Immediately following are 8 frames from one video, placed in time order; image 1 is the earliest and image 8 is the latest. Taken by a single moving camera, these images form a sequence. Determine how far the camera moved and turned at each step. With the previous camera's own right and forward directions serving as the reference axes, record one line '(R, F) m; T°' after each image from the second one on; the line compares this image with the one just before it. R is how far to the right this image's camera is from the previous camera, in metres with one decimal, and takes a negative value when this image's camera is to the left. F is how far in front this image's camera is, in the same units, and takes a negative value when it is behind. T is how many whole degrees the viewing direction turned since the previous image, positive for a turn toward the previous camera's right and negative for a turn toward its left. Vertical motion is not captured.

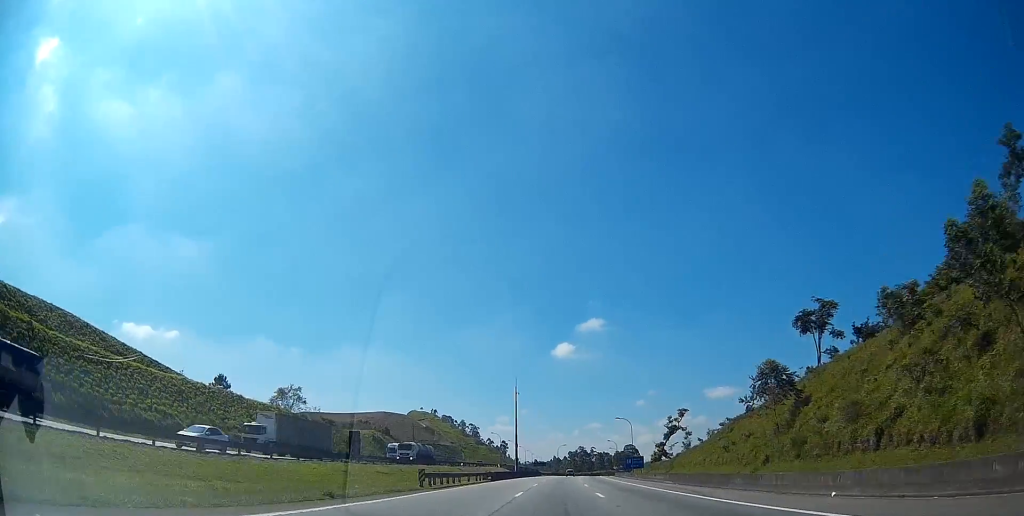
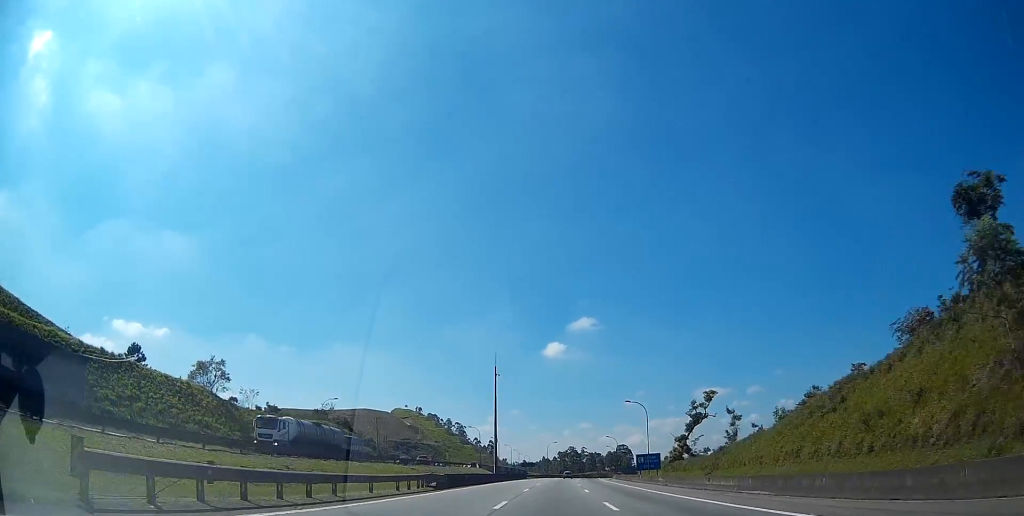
(+0.2, +22.8) m; 0°
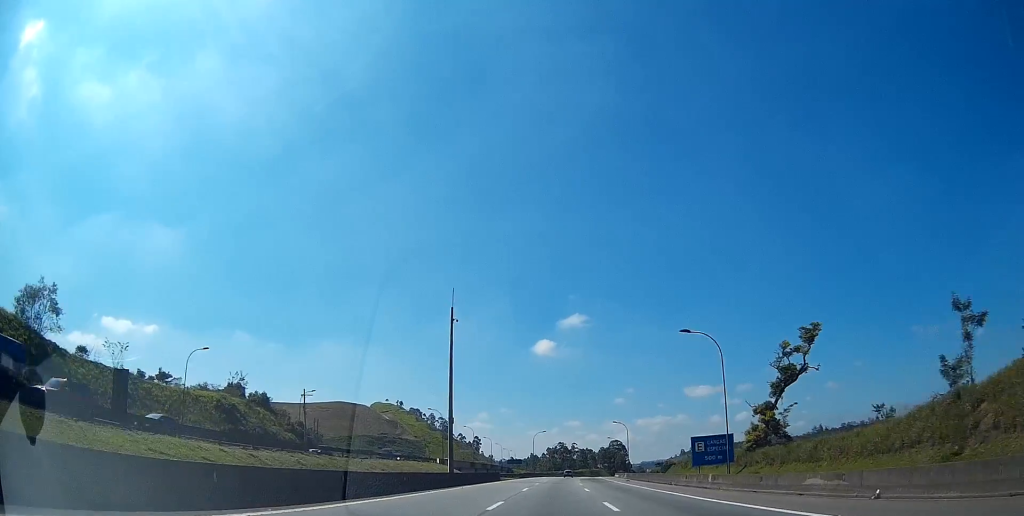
(-0.3, +32.4) m; -1°
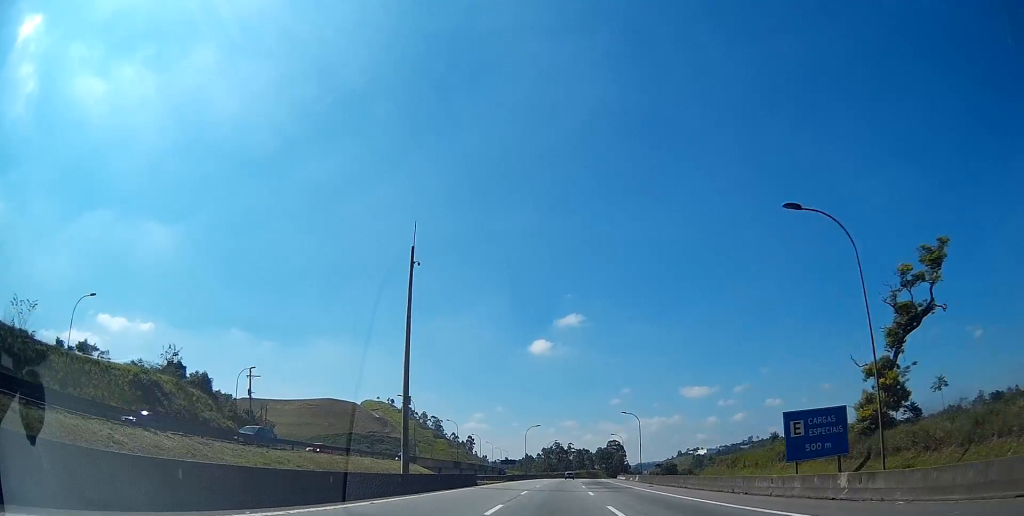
(0.0, +16.5) m; 0°
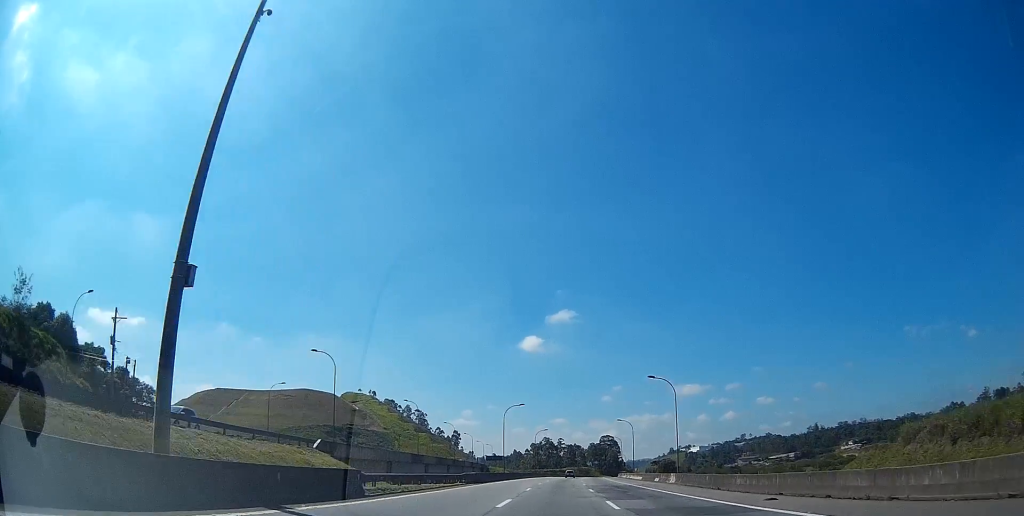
(+0.3, +26.0) m; +2°
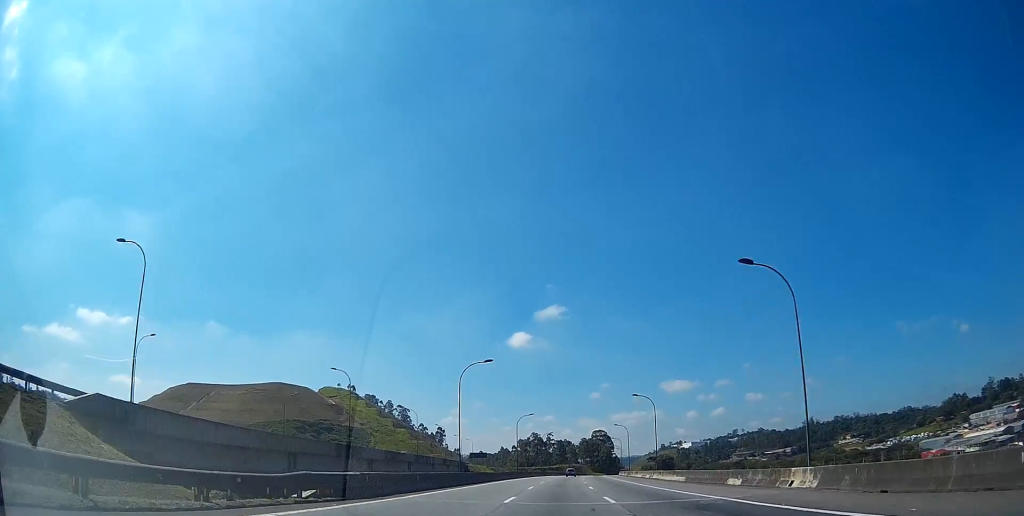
(+0.6, +25.5) m; +2°
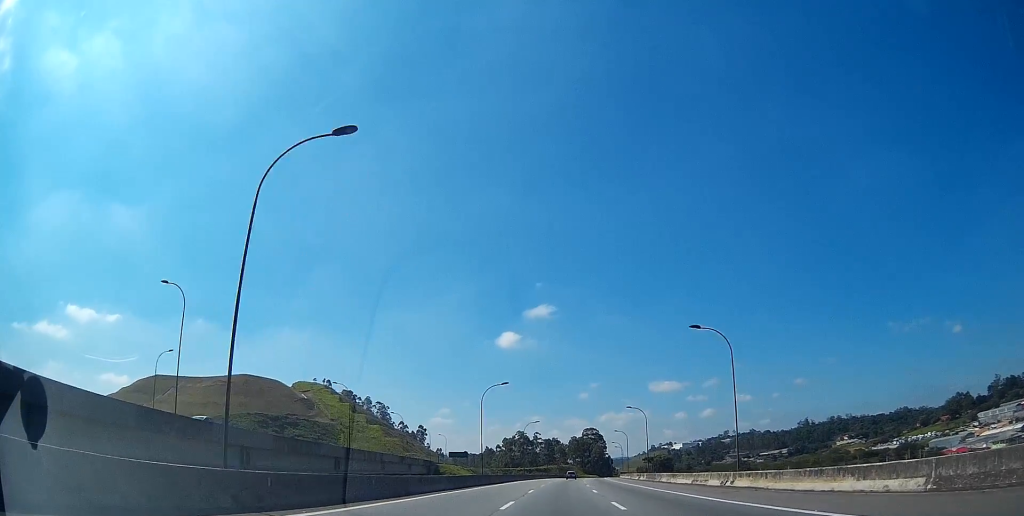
(+0.3, +32.4) m; +1°
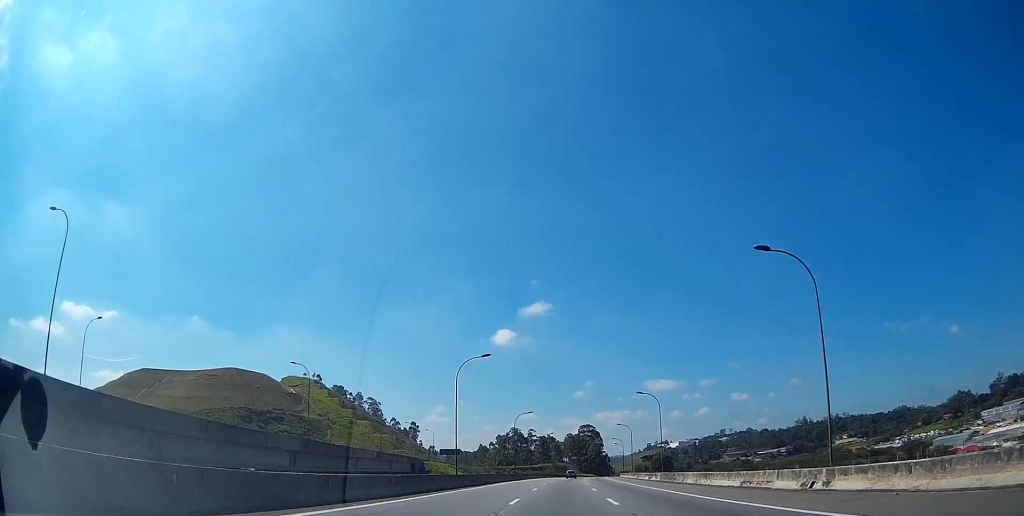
(0.0, +13.2) m; +1°
